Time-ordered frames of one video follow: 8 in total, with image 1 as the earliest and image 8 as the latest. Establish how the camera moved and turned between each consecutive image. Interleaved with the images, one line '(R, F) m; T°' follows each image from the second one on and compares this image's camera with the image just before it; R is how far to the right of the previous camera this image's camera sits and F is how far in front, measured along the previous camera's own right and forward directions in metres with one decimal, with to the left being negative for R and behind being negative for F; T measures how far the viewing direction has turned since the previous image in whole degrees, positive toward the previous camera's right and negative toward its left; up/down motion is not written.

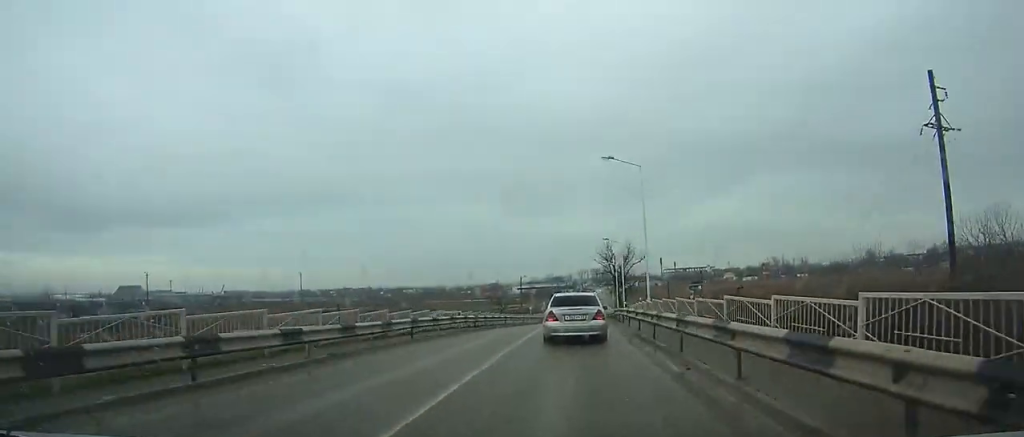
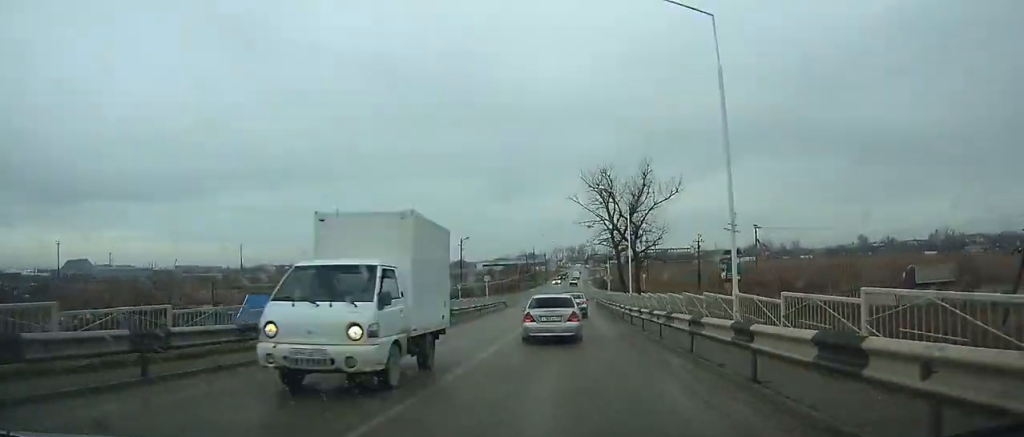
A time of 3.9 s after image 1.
(+2.4, +50.2) m; +2°
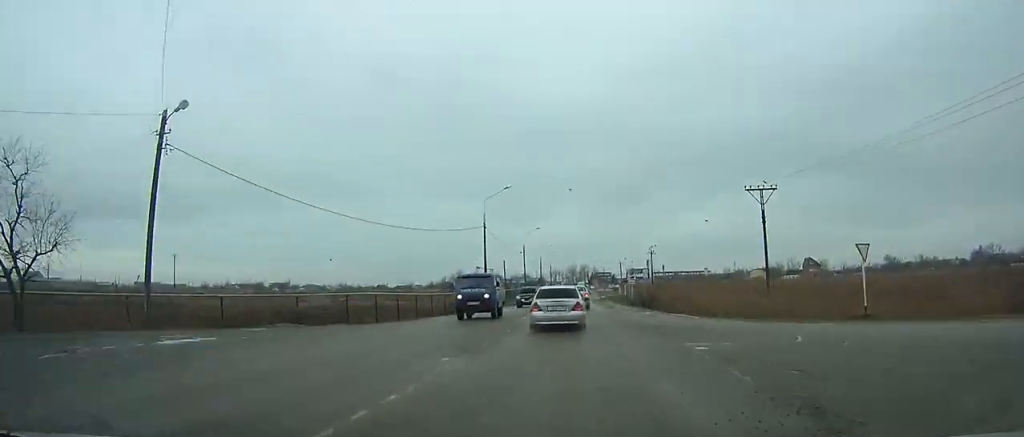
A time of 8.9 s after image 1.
(-0.6, +68.3) m; 0°
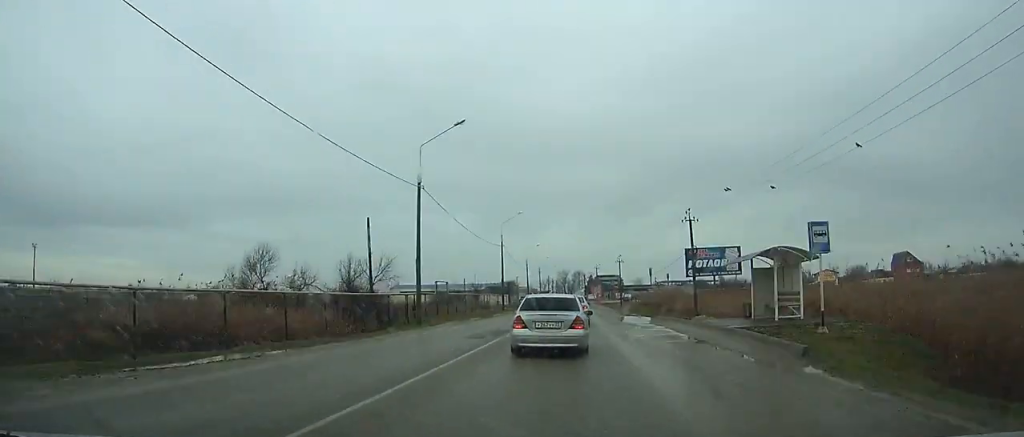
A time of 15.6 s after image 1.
(+0.3, +87.0) m; 0°
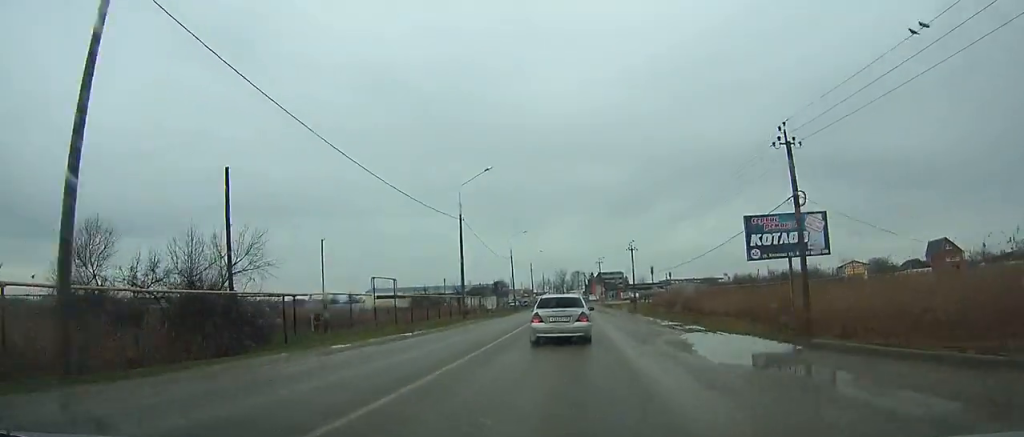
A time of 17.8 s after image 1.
(-0.2, +26.4) m; 0°
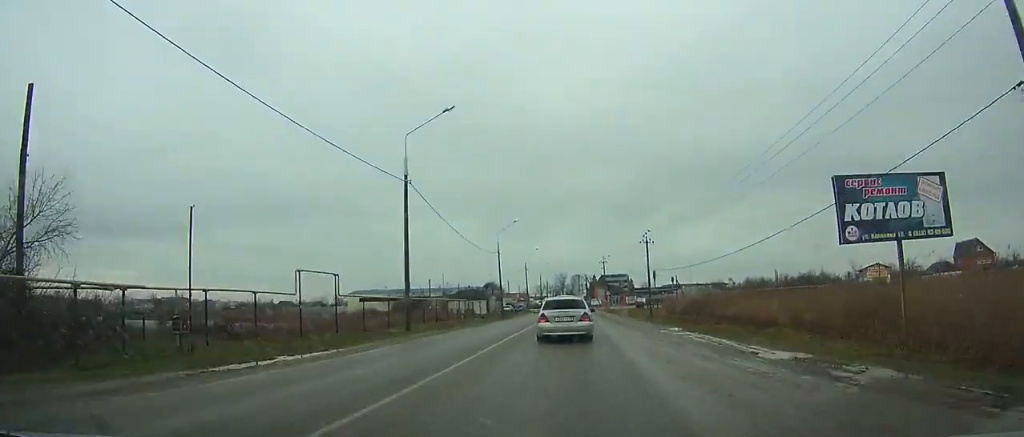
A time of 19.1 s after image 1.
(0.0, +15.5) m; 0°
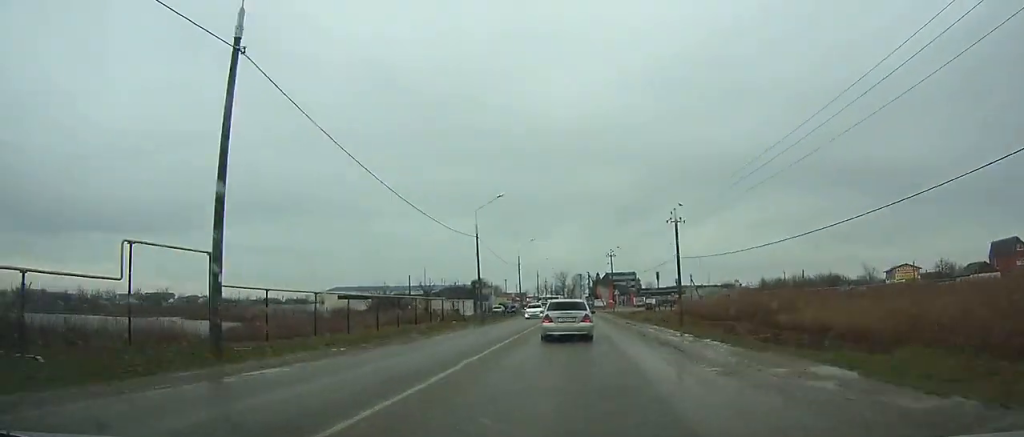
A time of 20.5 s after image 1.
(+0.1, +16.6) m; 0°
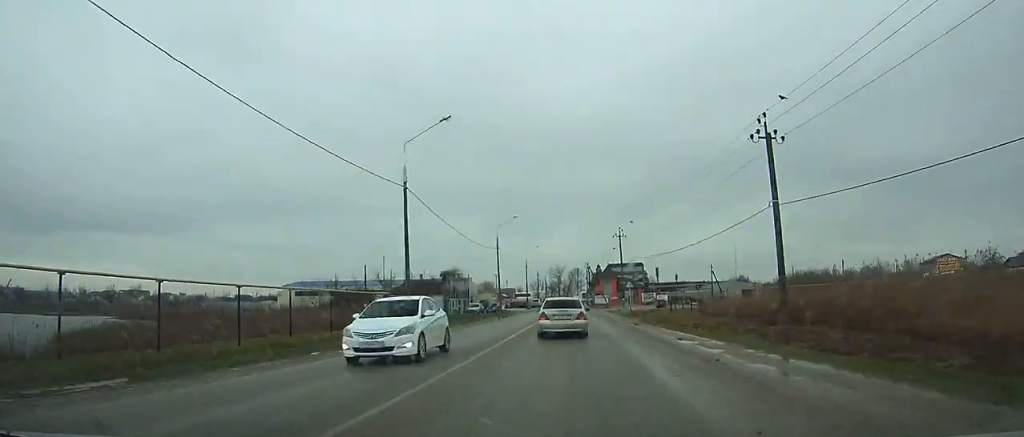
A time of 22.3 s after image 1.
(+0.1, +21.4) m; 0°
